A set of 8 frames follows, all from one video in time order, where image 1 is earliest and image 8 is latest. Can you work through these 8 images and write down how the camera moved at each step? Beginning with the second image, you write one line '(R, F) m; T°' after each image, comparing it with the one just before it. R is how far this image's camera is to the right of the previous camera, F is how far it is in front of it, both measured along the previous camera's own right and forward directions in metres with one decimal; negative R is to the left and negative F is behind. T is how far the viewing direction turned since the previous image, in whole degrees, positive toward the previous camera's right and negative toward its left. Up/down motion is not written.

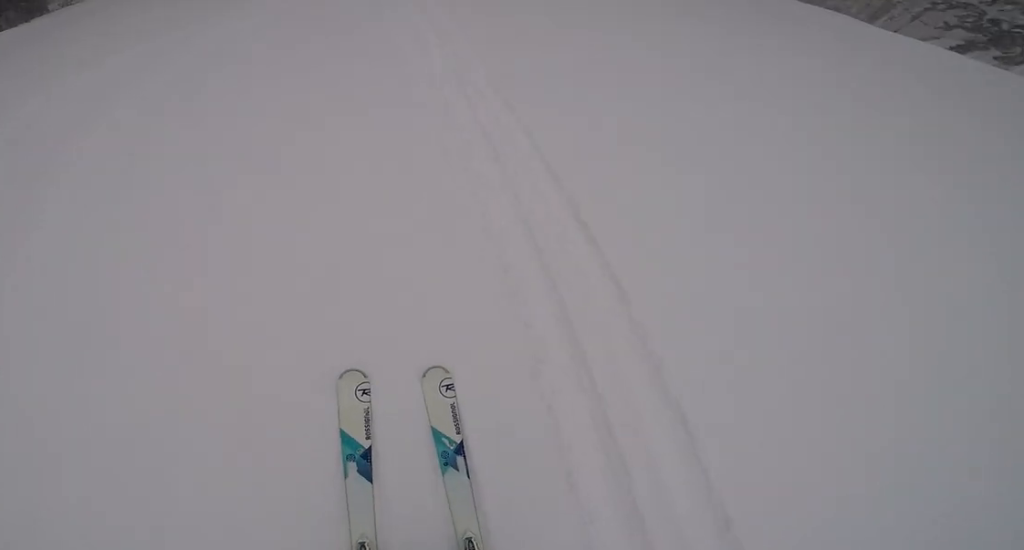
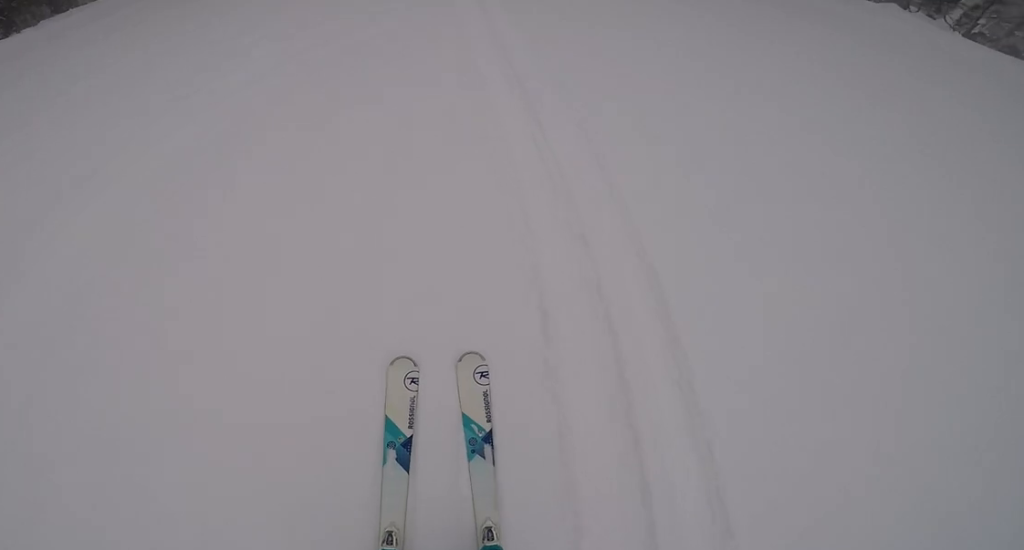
(0.0, +3.9) m; +4°
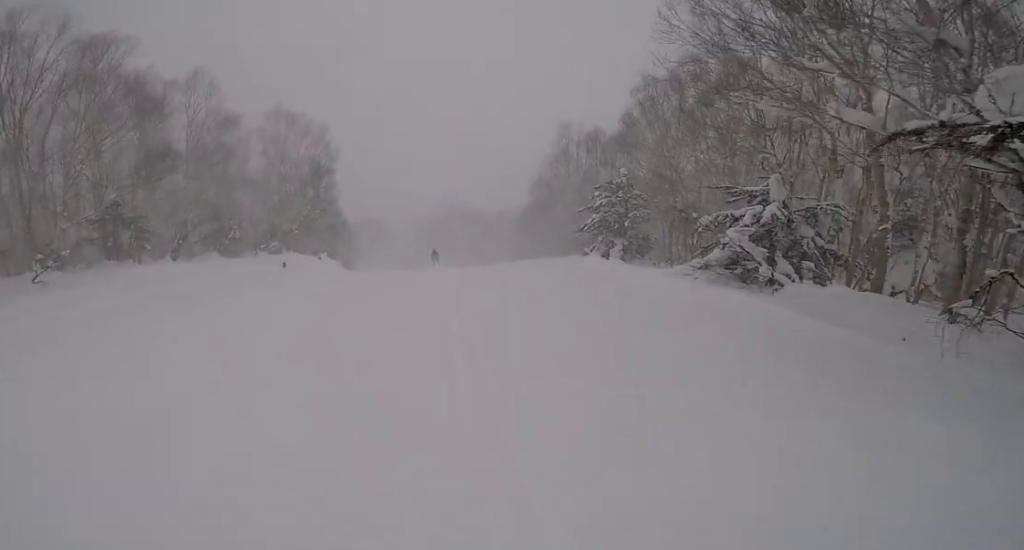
(+4.2, +28.6) m; +8°
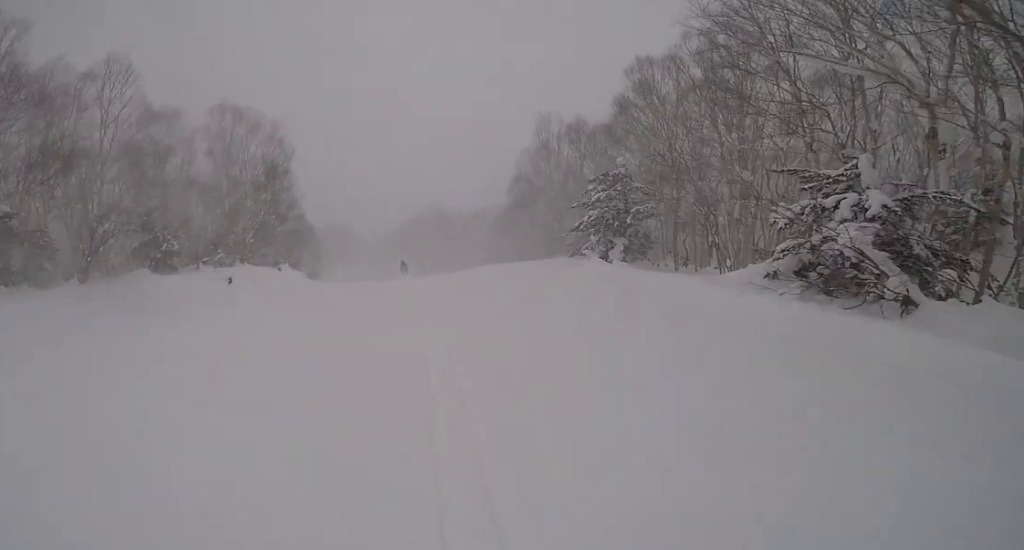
(-0.3, +3.9) m; 0°
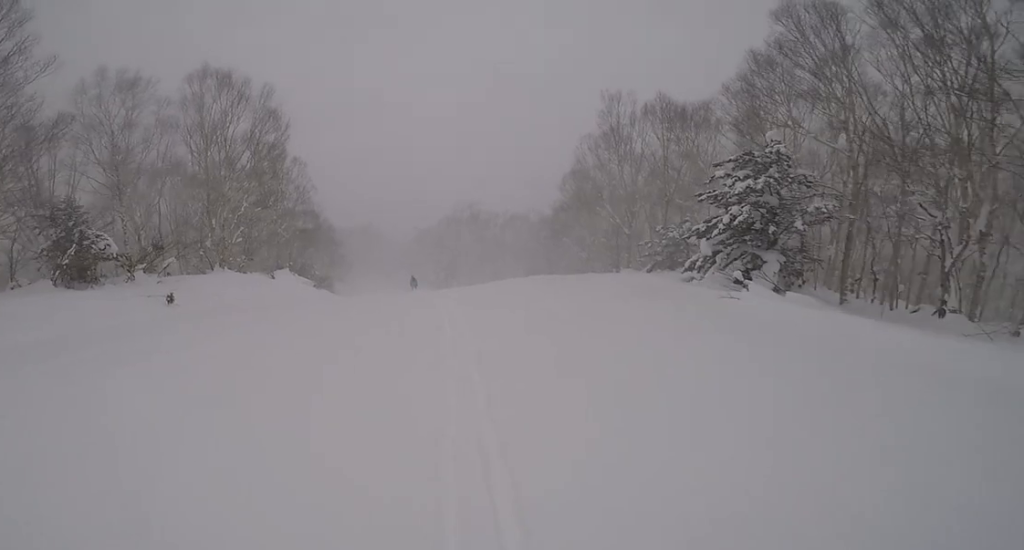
(-0.3, +8.6) m; -1°
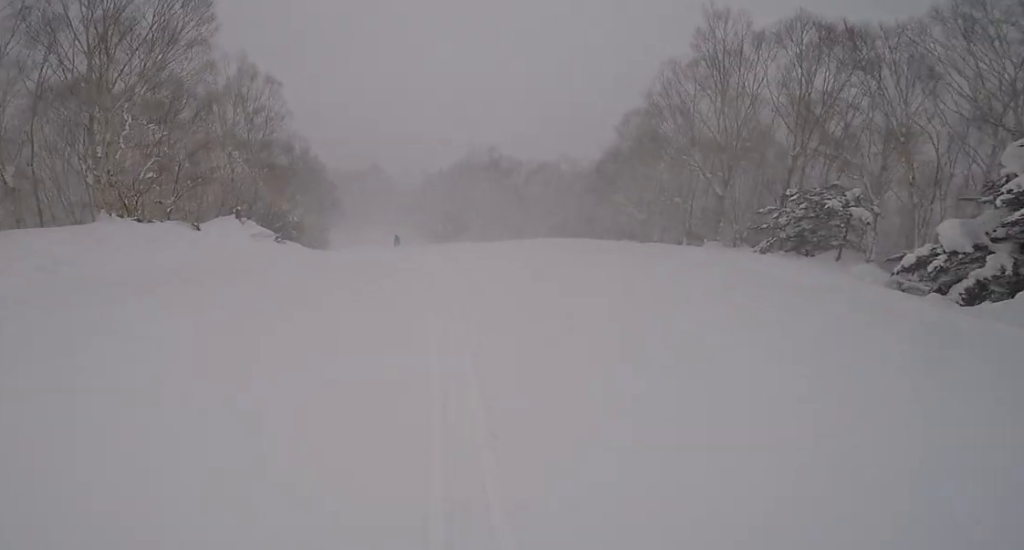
(-0.1, +10.0) m; 0°
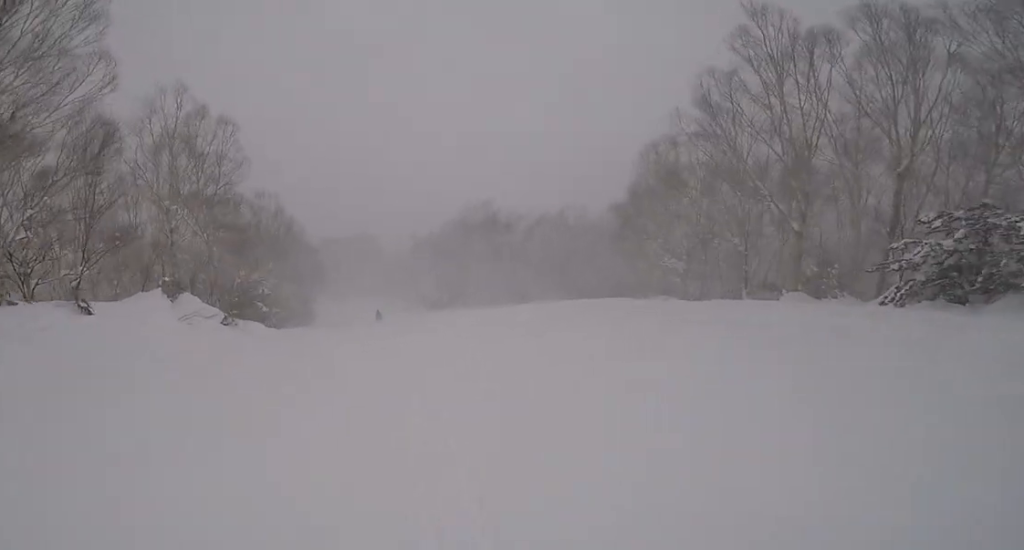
(-0.1, +6.8) m; 0°
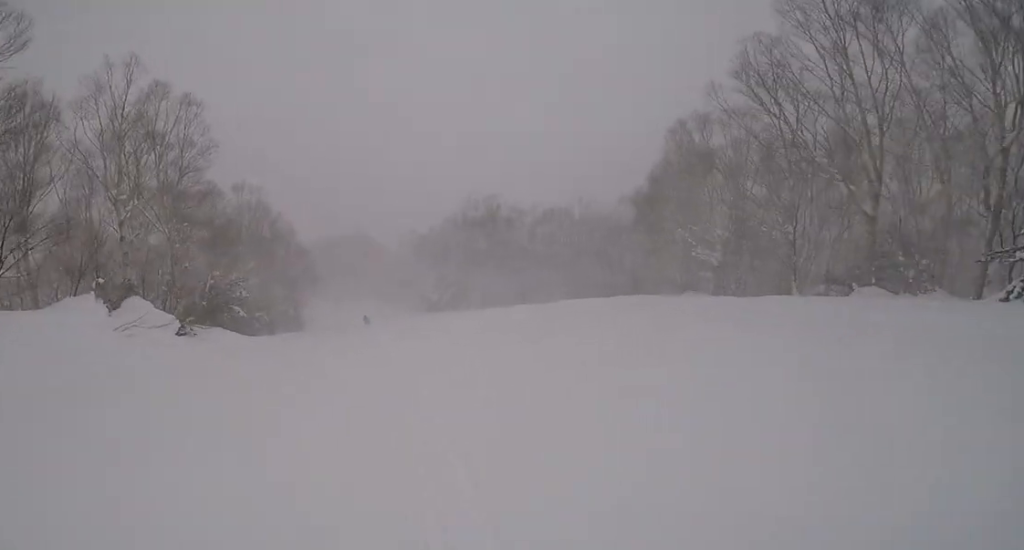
(+0.7, +3.8) m; -1°
